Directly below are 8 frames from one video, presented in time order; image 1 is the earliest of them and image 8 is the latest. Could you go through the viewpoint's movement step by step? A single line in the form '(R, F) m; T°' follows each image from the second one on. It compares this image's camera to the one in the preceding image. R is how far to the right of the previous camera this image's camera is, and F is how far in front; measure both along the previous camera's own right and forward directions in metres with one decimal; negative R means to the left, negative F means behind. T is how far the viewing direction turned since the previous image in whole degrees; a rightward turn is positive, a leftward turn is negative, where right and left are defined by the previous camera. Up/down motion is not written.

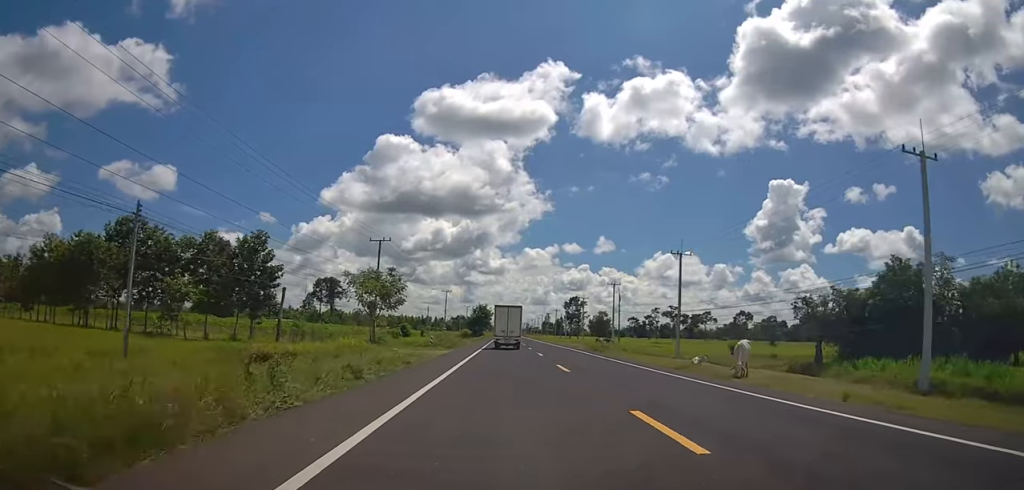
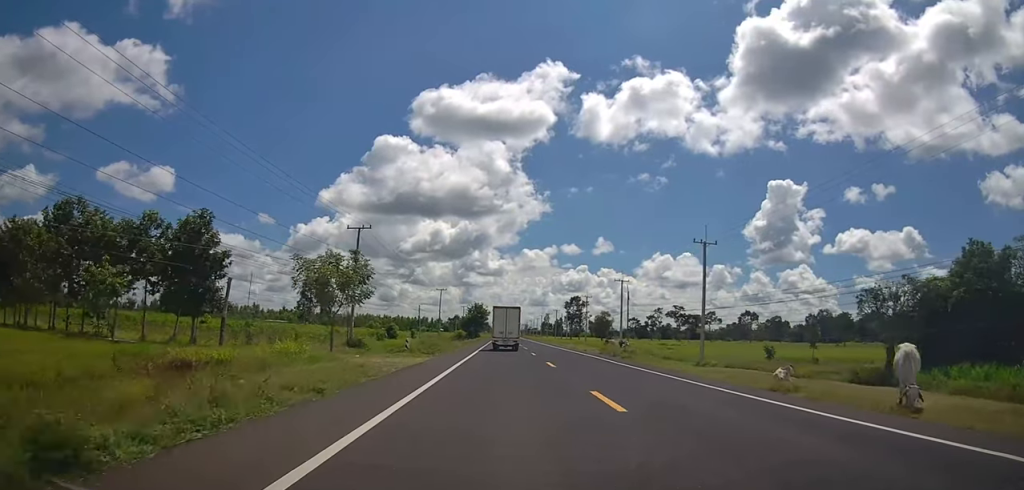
(0.0, +8.8) m; 0°
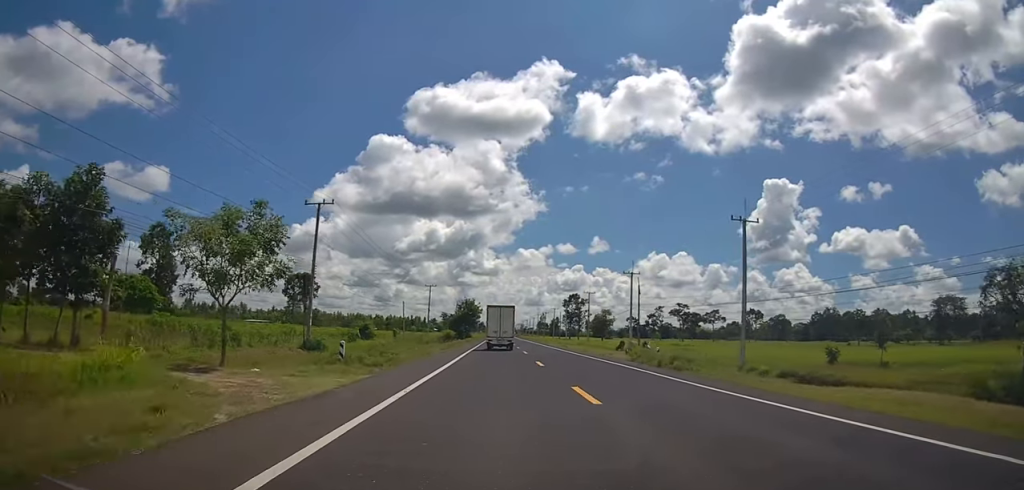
(0.0, +11.1) m; -1°
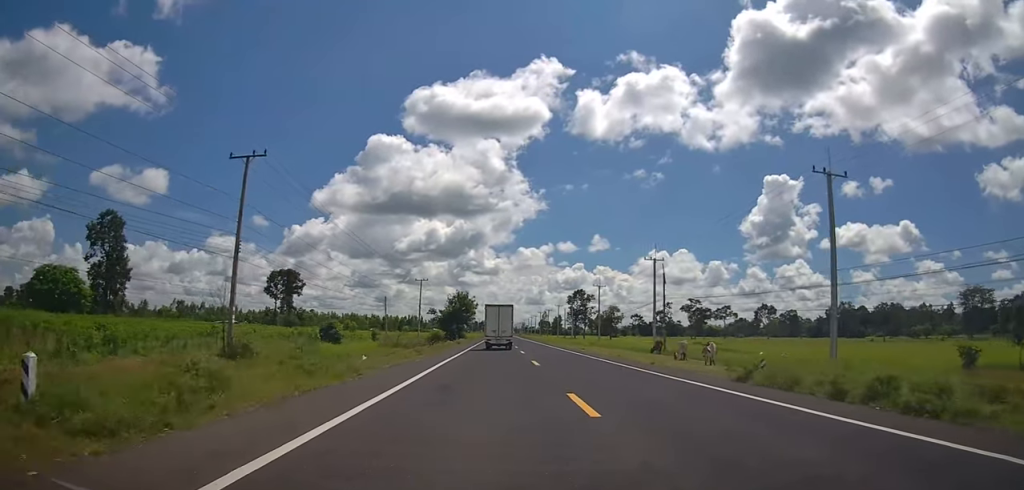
(0.0, +13.5) m; -1°
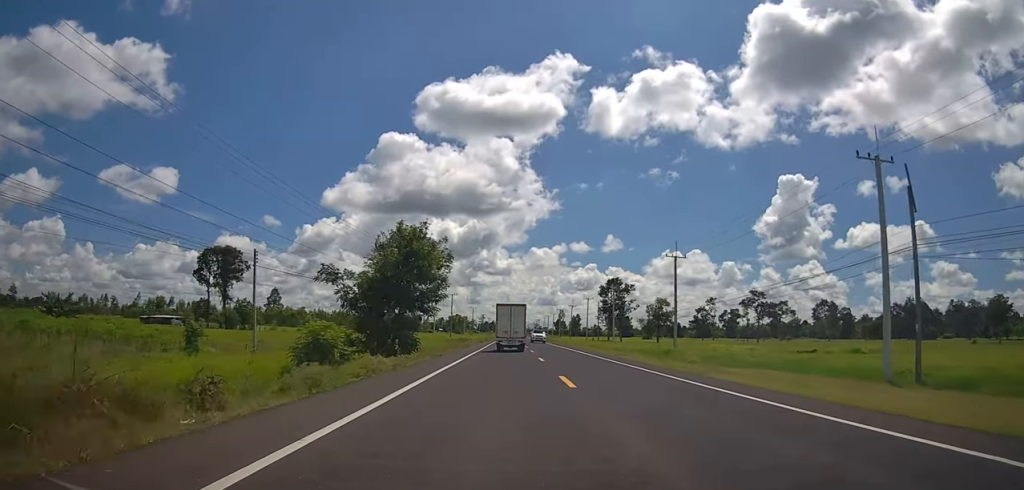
(+0.6, +44.1) m; +2°
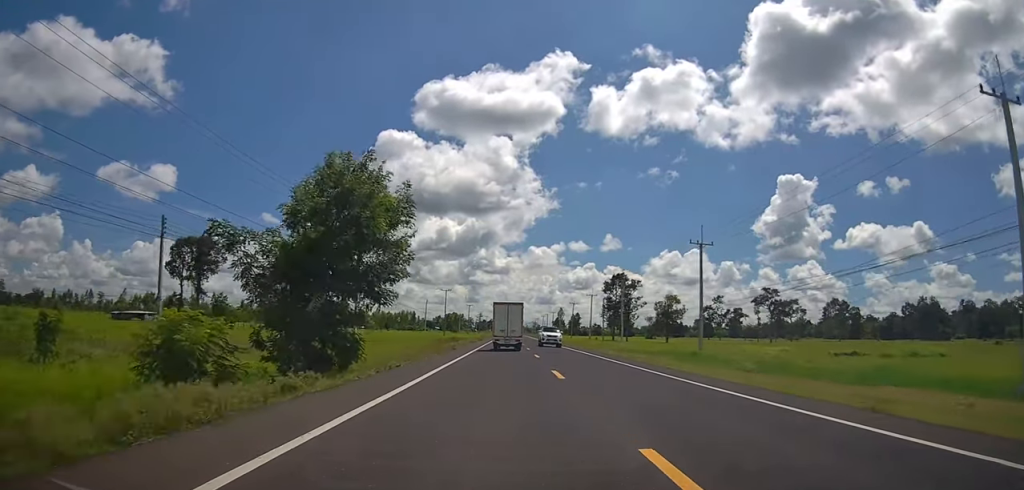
(+0.1, +9.9) m; -1°
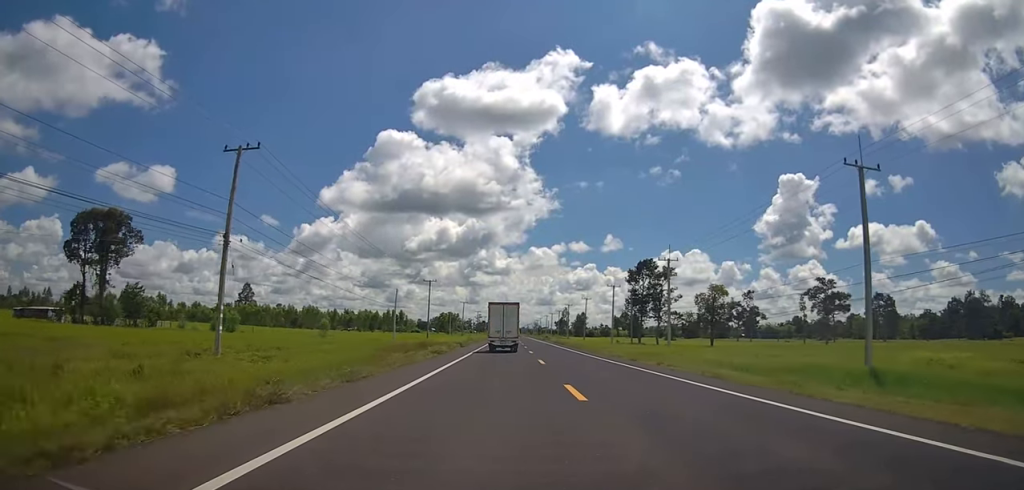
(-0.5, +29.0) m; 0°
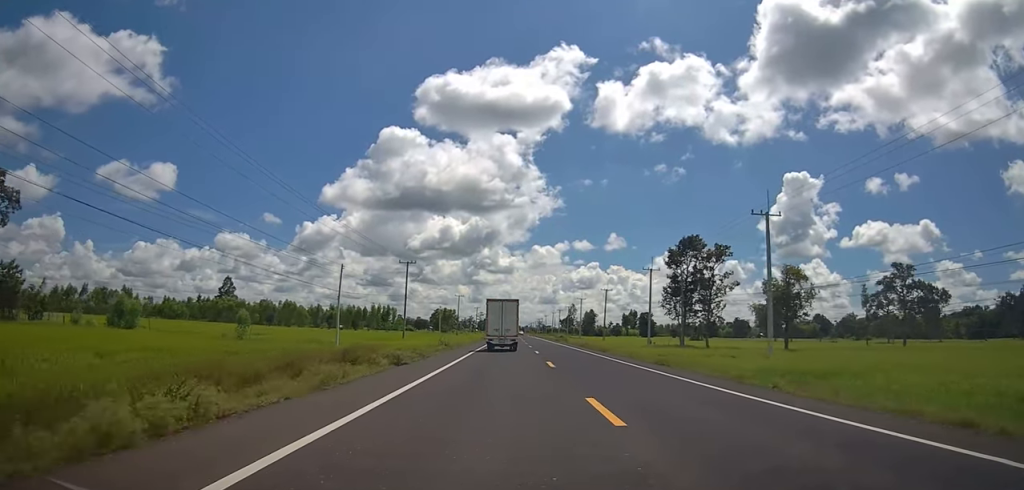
(-0.1, +27.1) m; 0°
